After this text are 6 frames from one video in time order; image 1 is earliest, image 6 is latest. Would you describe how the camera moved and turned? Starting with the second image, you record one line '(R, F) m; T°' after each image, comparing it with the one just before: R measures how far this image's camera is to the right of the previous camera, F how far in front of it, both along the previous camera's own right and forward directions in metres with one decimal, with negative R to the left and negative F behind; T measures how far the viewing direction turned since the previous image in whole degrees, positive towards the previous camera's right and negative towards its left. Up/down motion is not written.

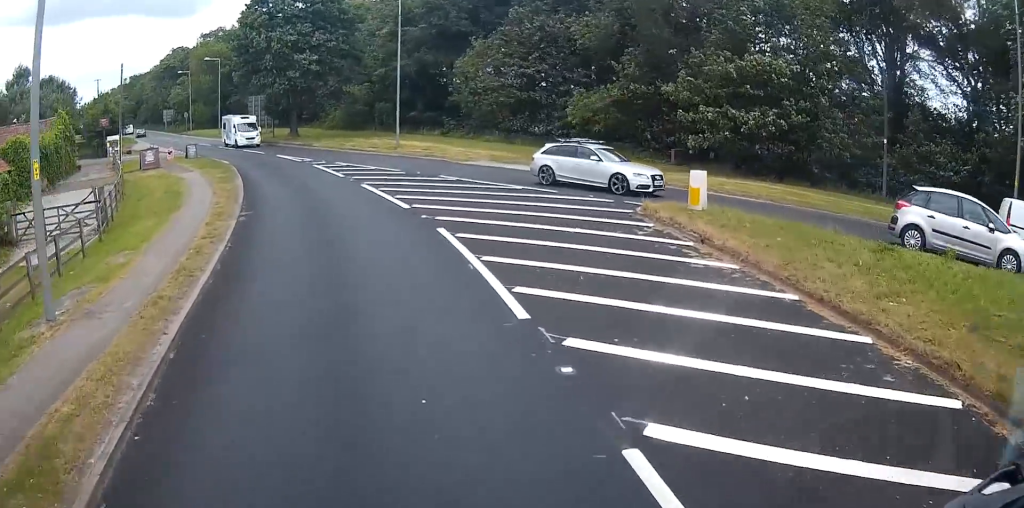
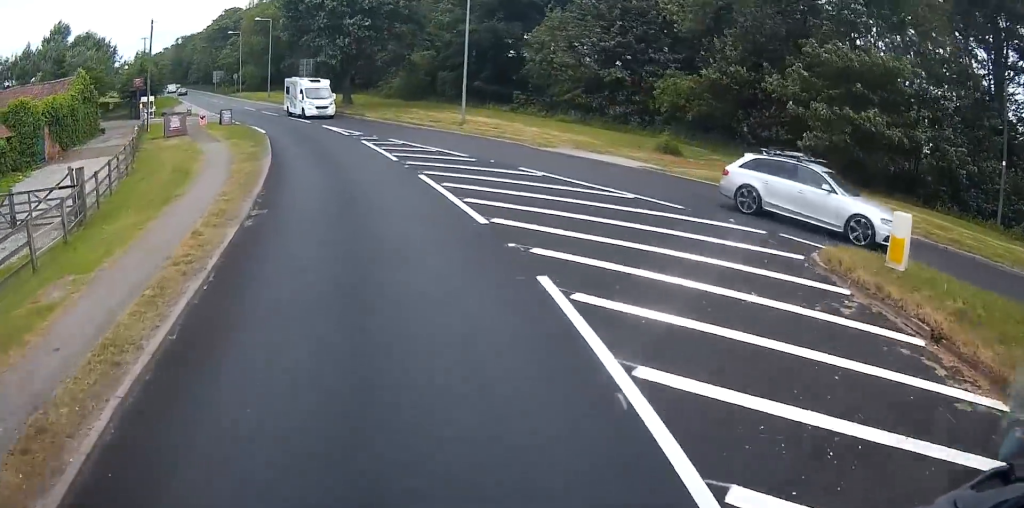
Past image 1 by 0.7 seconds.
(-0.5, +4.6) m; -4°
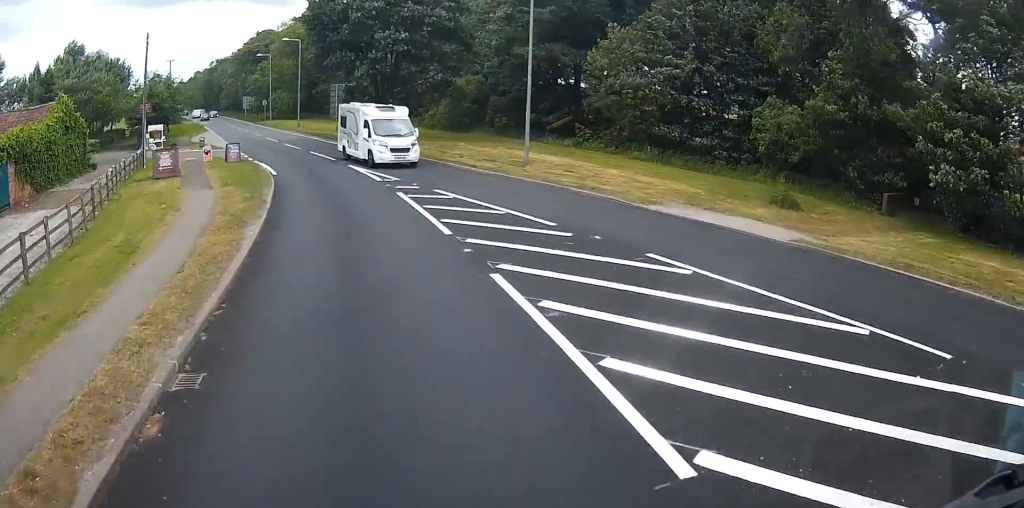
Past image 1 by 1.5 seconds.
(-0.2, +6.4) m; -4°
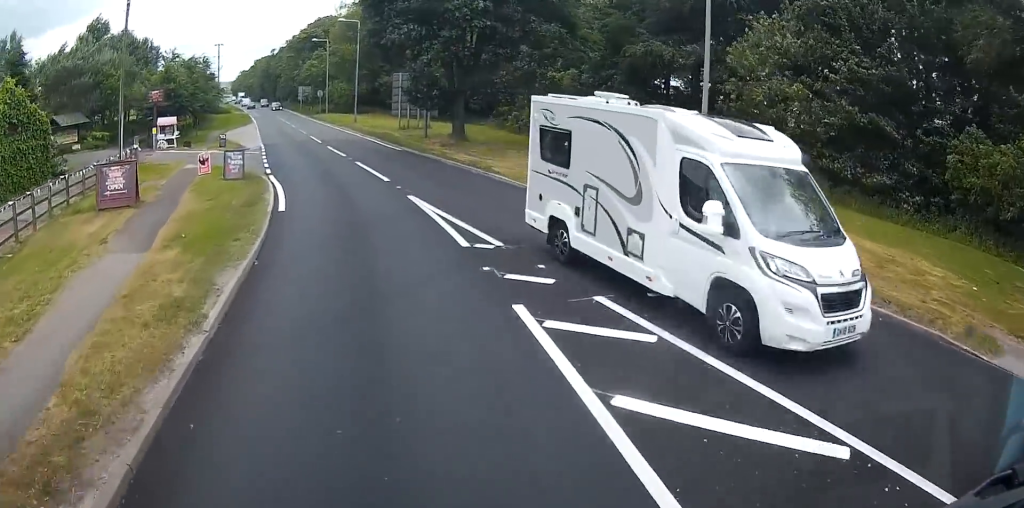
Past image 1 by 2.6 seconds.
(-0.5, +10.8) m; -7°
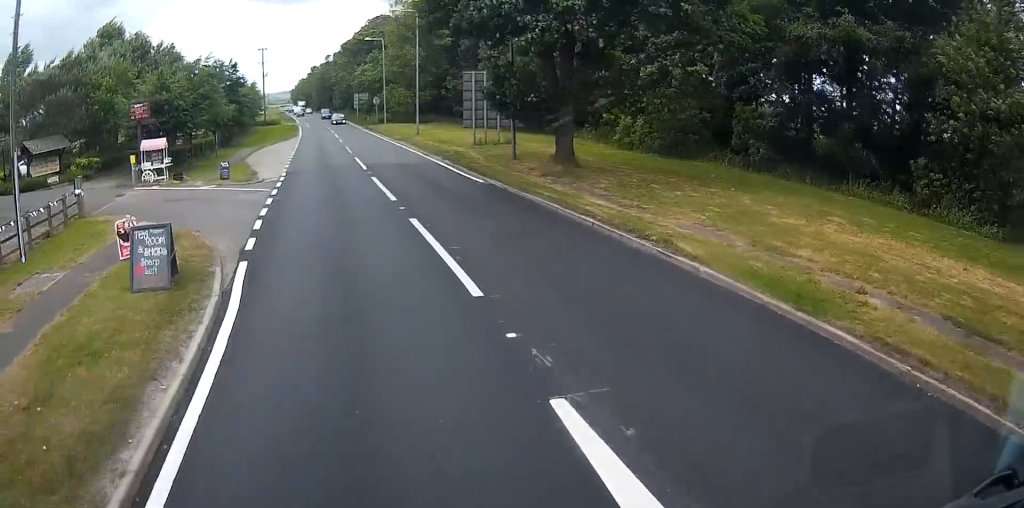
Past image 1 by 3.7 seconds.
(-0.9, +12.1) m; -8°
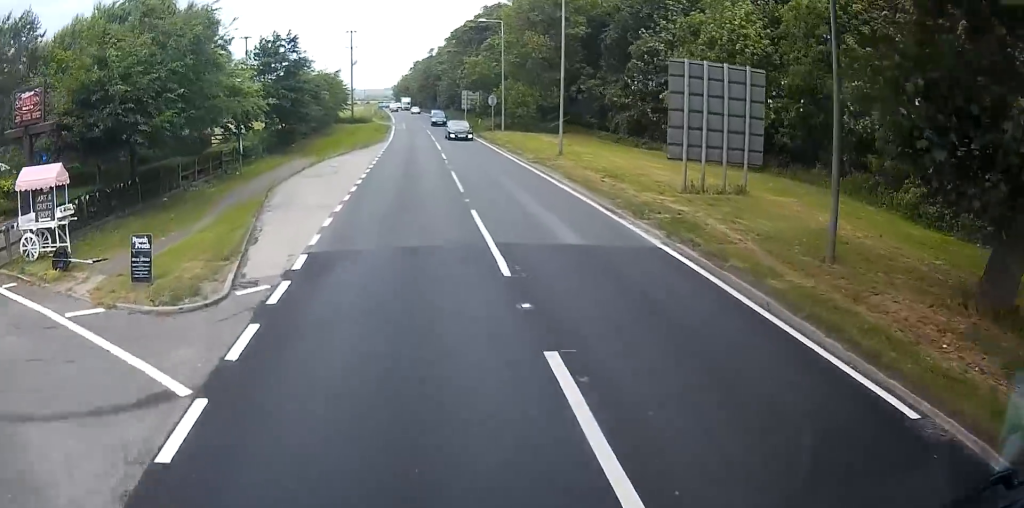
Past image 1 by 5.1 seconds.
(-1.1, +17.1) m; -6°
